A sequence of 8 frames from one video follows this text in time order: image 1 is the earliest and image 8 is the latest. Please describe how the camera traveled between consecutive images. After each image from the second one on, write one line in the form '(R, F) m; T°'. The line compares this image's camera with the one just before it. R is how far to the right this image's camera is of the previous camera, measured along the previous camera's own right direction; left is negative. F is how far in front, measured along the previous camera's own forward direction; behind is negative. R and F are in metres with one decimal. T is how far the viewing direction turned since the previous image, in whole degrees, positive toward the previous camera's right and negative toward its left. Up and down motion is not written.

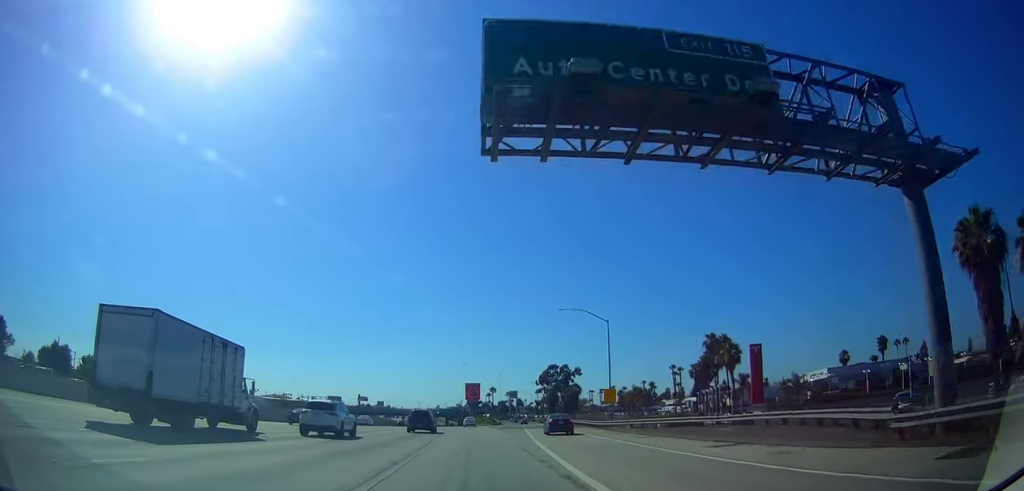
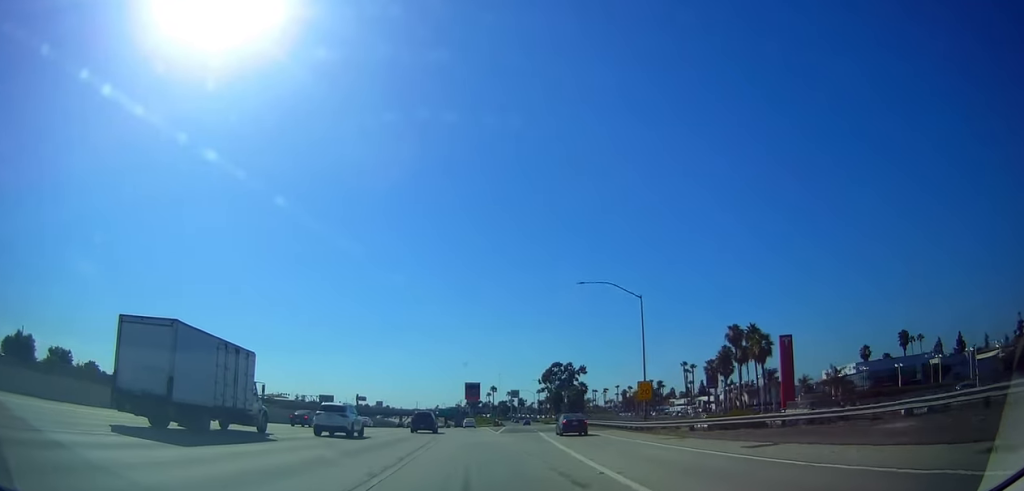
(-0.3, +11.7) m; 0°
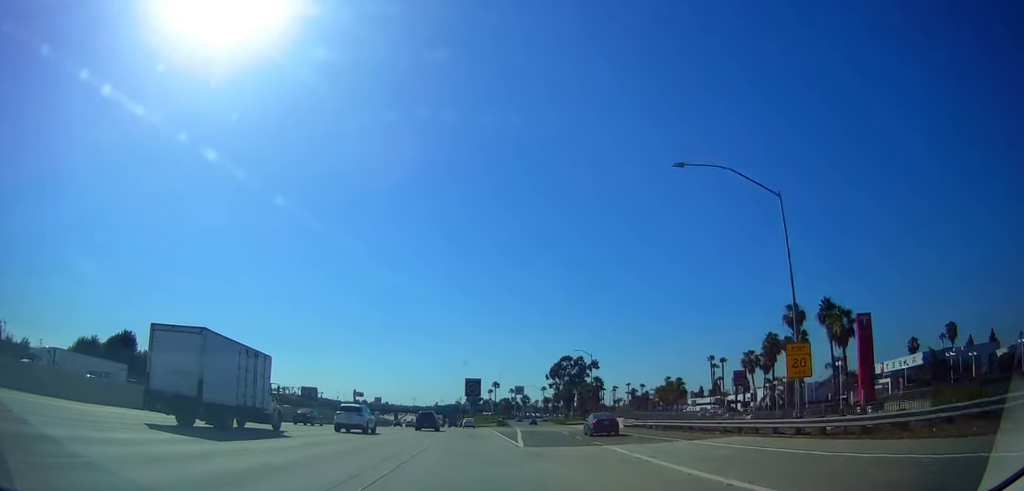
(-0.3, +22.6) m; 0°
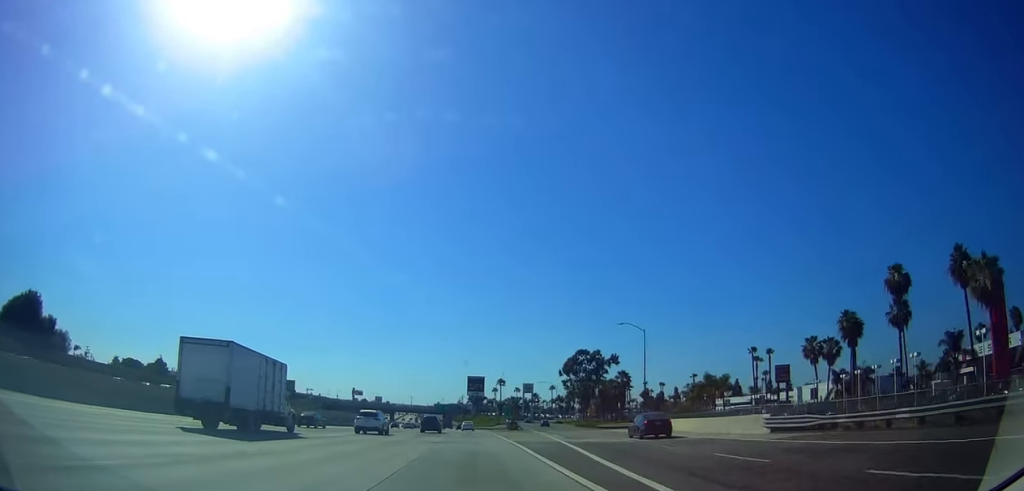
(+0.2, +26.2) m; 0°
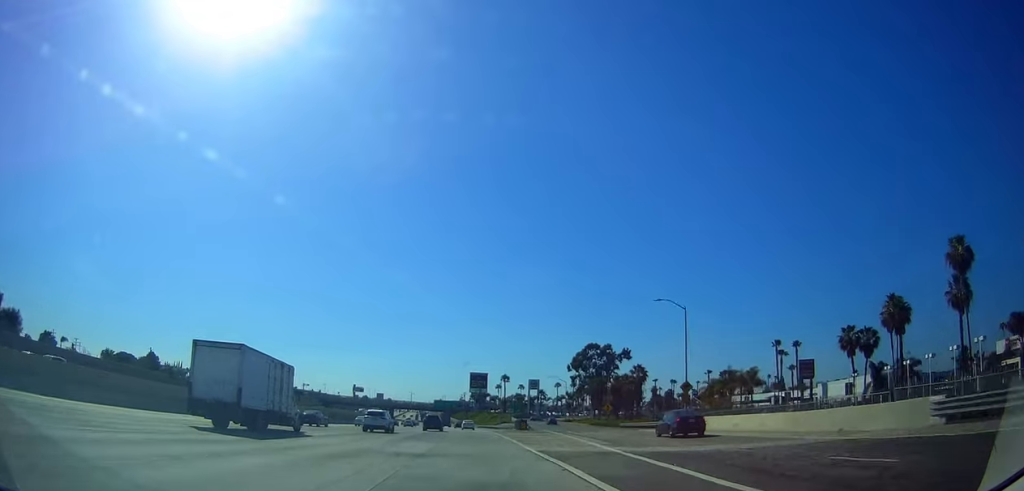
(-0.2, +11.8) m; 0°
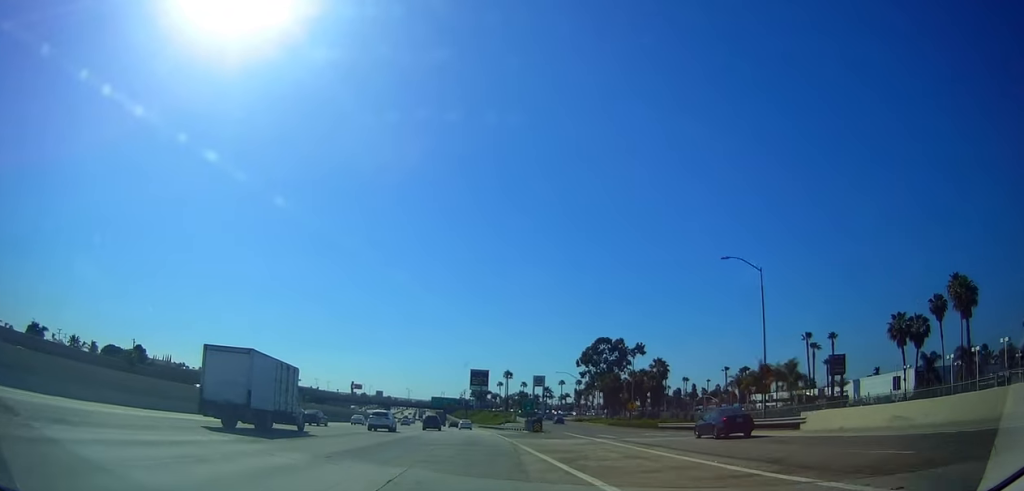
(-0.1, +14.6) m; 0°
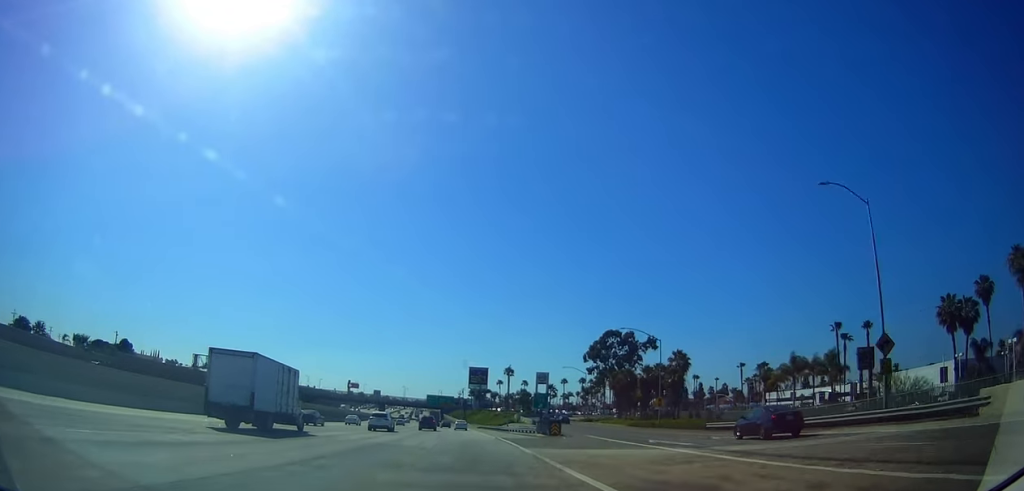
(+0.3, +12.8) m; 0°
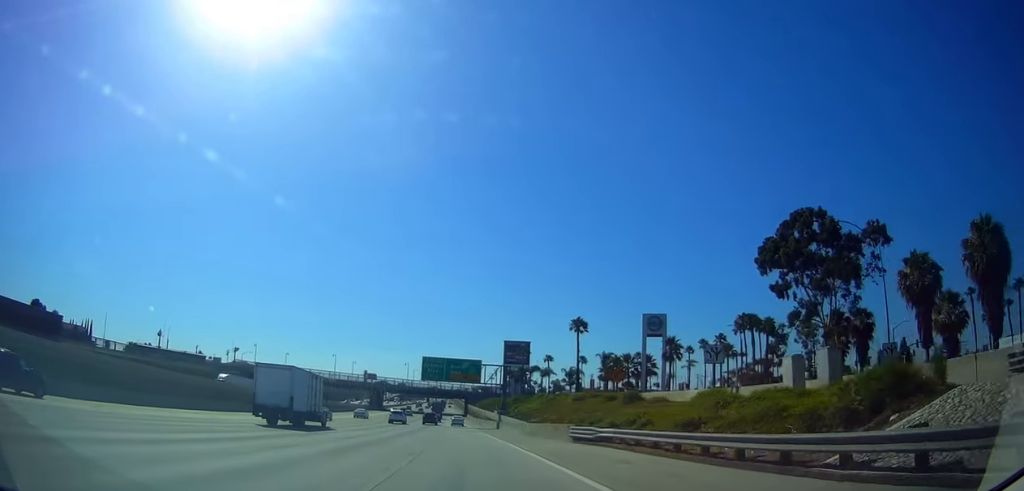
(-1.8, +89.8) m; -3°
